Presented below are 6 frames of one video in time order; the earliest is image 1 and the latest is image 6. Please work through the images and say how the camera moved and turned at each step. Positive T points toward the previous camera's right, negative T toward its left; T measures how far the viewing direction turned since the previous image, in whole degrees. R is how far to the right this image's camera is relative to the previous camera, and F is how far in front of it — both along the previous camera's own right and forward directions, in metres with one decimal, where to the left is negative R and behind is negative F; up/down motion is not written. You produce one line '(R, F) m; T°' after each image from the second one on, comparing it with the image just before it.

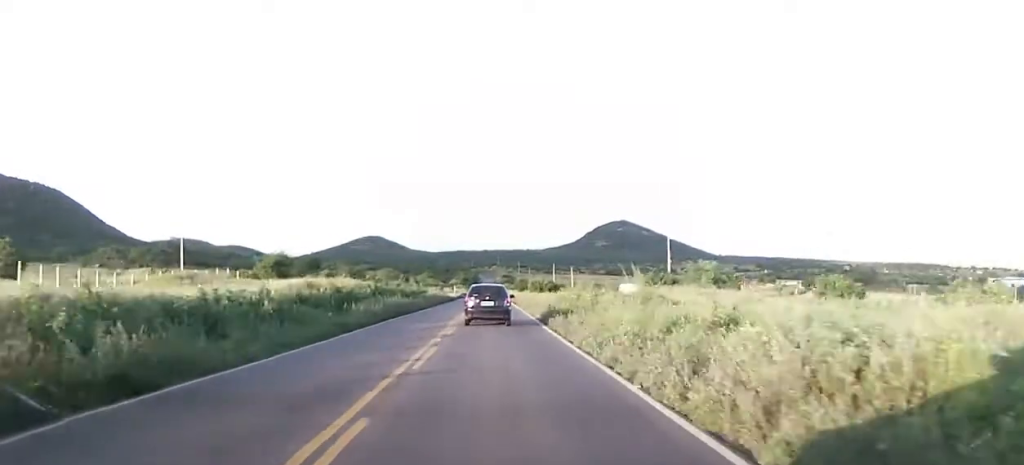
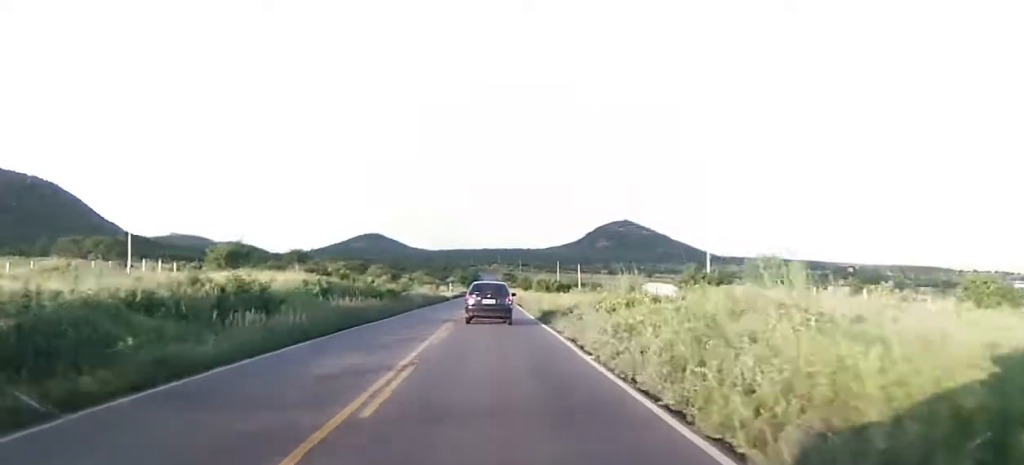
(0.0, +12.6) m; 0°
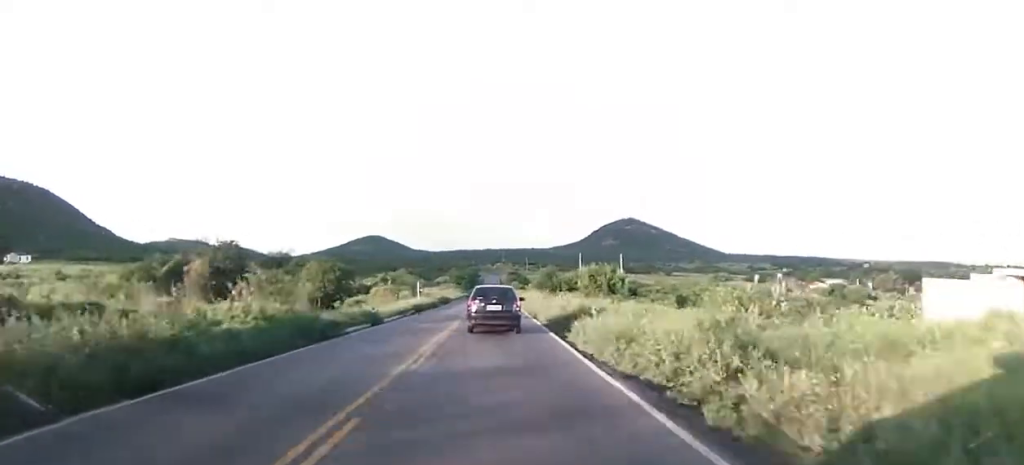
(+0.2, +45.6) m; 0°
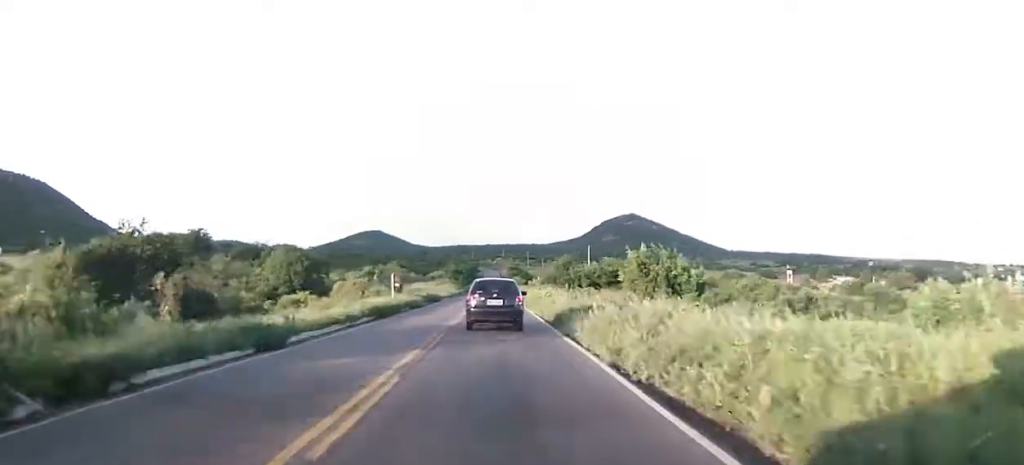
(0.0, +14.2) m; 0°
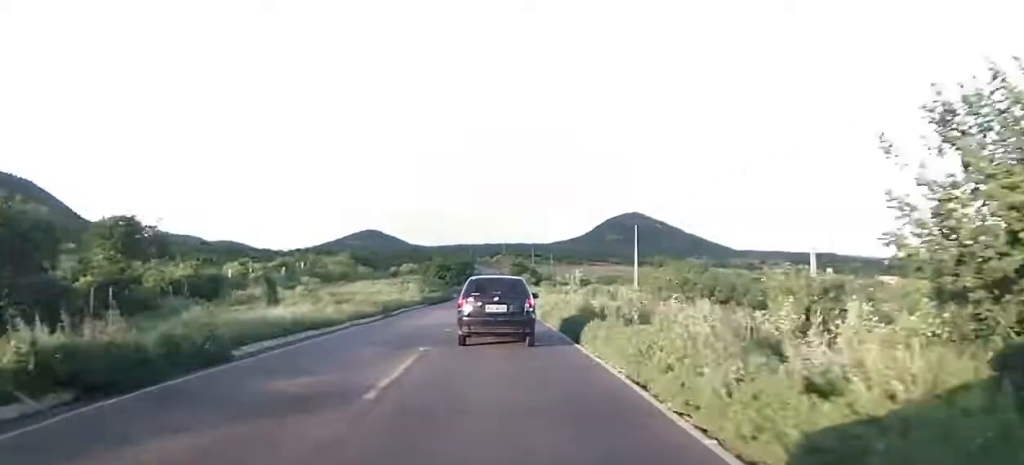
(+0.1, +46.9) m; 0°
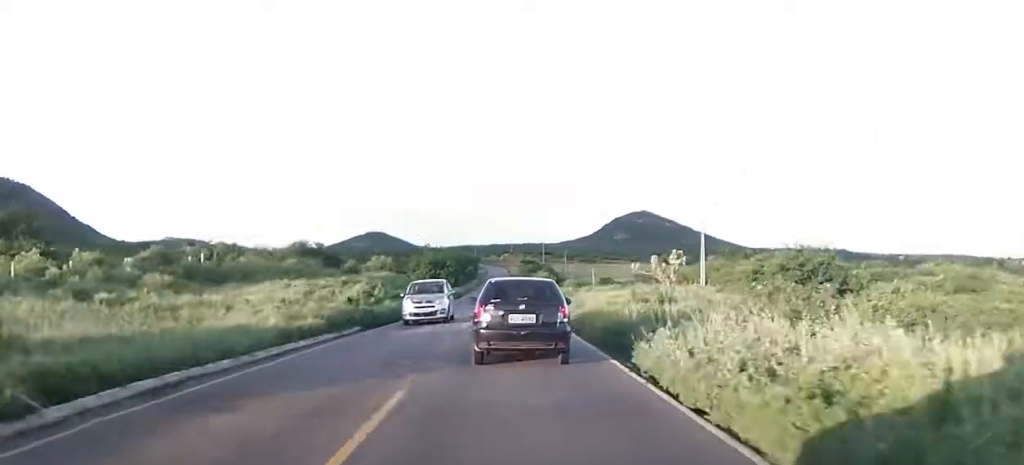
(-0.3, +28.2) m; -1°
